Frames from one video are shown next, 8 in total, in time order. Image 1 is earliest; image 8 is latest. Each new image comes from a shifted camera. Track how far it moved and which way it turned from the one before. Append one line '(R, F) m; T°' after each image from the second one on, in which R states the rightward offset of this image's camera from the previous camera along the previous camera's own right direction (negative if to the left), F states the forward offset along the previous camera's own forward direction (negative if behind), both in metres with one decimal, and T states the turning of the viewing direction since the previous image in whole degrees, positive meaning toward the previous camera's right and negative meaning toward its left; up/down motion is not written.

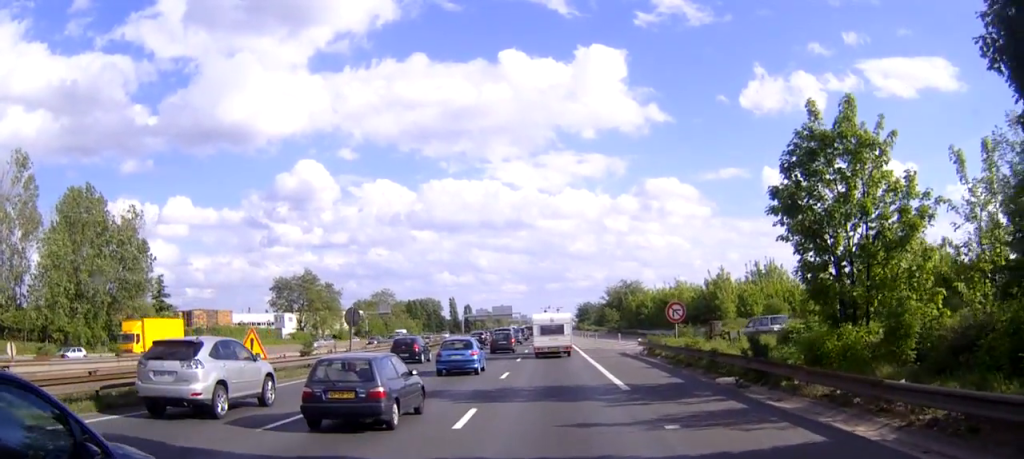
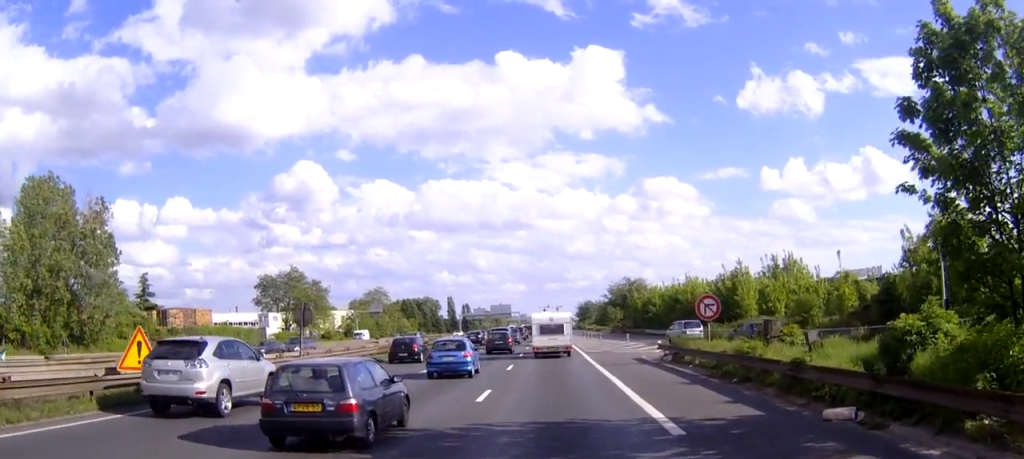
(0.0, +8.0) m; +1°
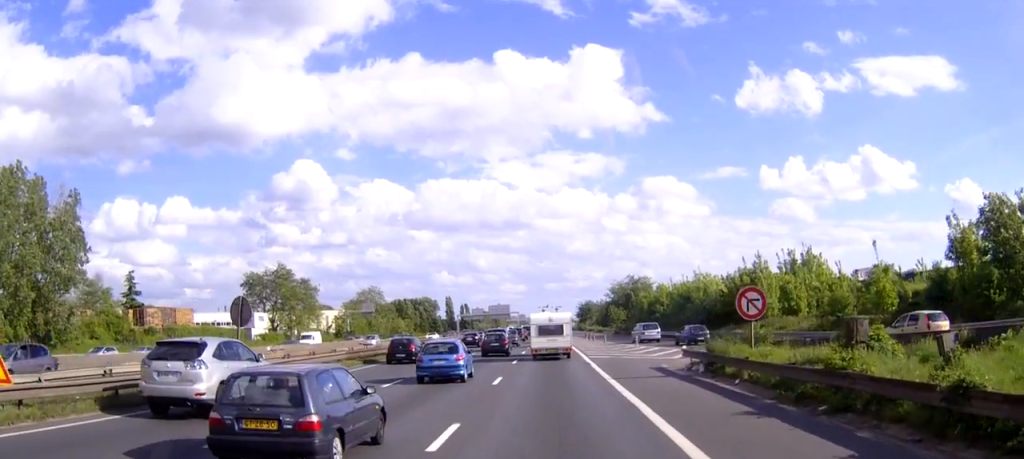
(+0.1, +6.6) m; 0°
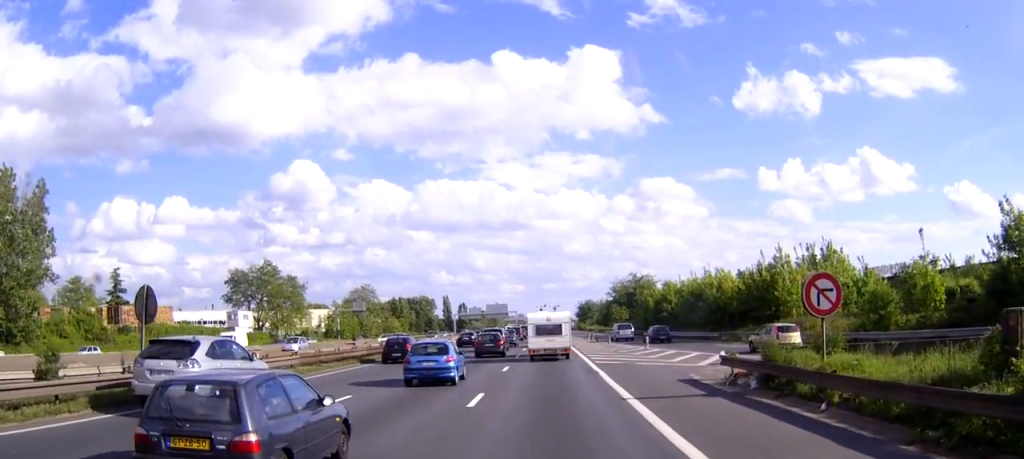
(-0.1, +6.5) m; -1°
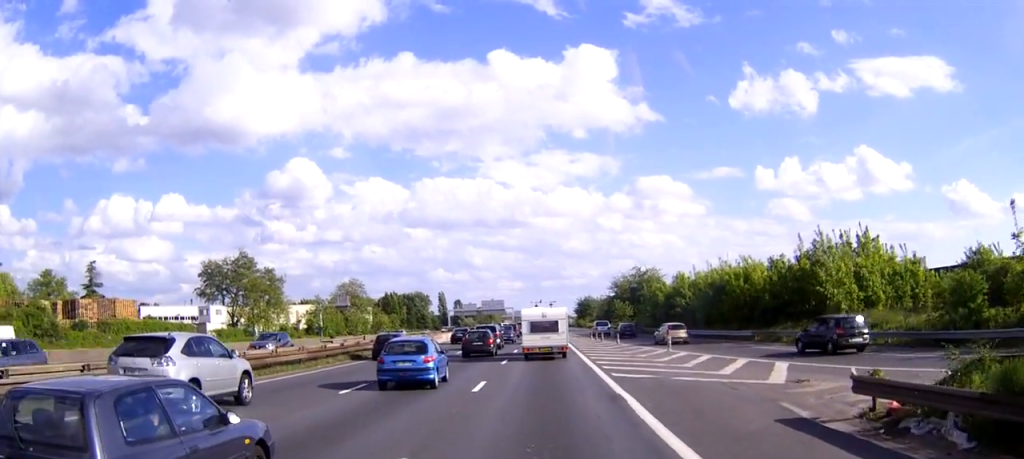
(0.0, +9.9) m; 0°
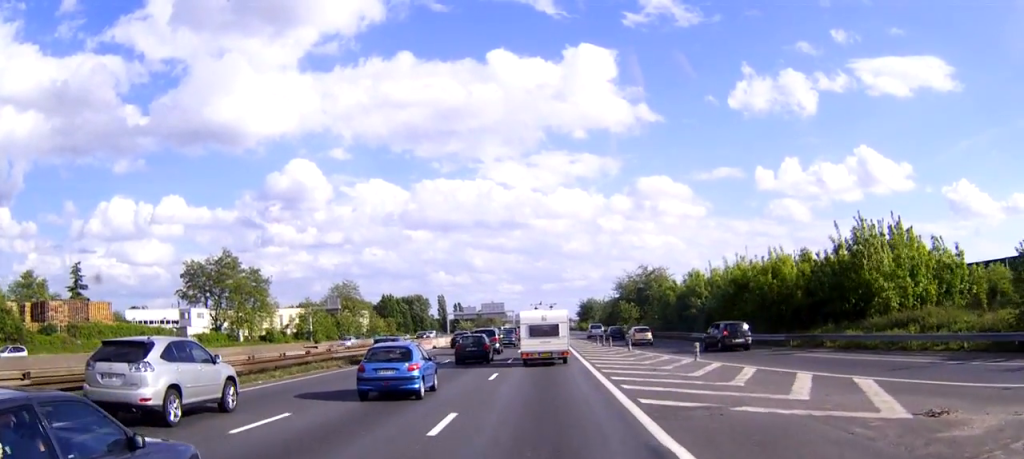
(0.0, +6.8) m; -1°
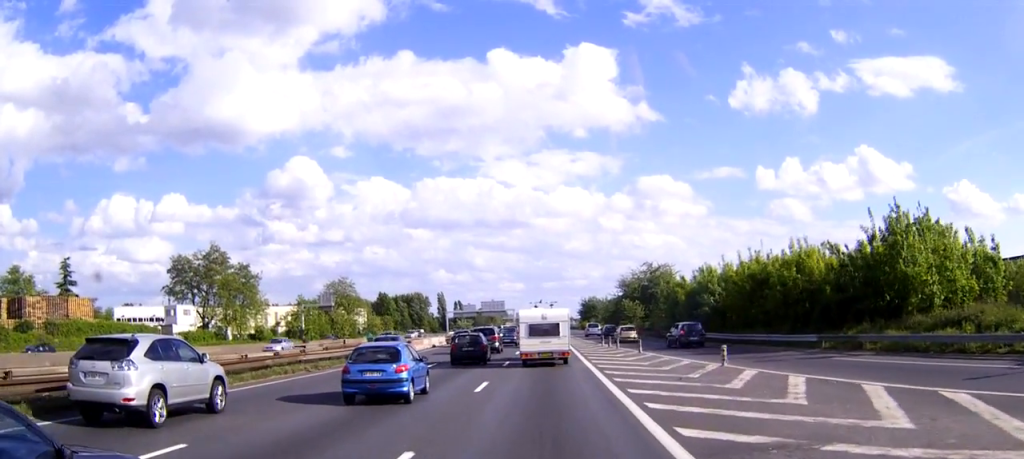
(0.0, +4.8) m; 0°
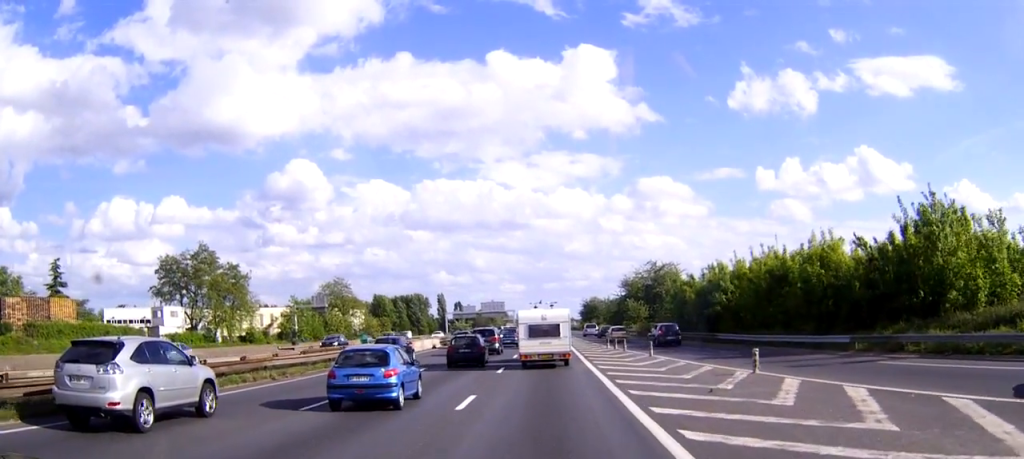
(0.0, +4.1) m; +1°
